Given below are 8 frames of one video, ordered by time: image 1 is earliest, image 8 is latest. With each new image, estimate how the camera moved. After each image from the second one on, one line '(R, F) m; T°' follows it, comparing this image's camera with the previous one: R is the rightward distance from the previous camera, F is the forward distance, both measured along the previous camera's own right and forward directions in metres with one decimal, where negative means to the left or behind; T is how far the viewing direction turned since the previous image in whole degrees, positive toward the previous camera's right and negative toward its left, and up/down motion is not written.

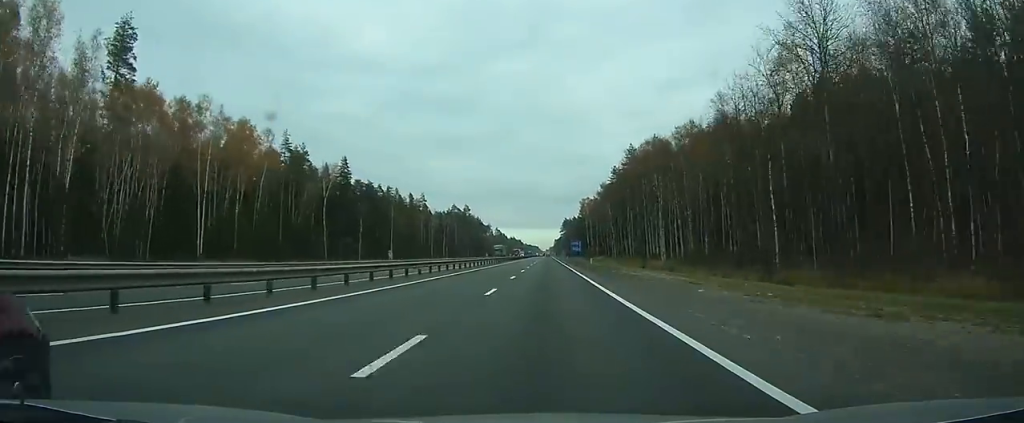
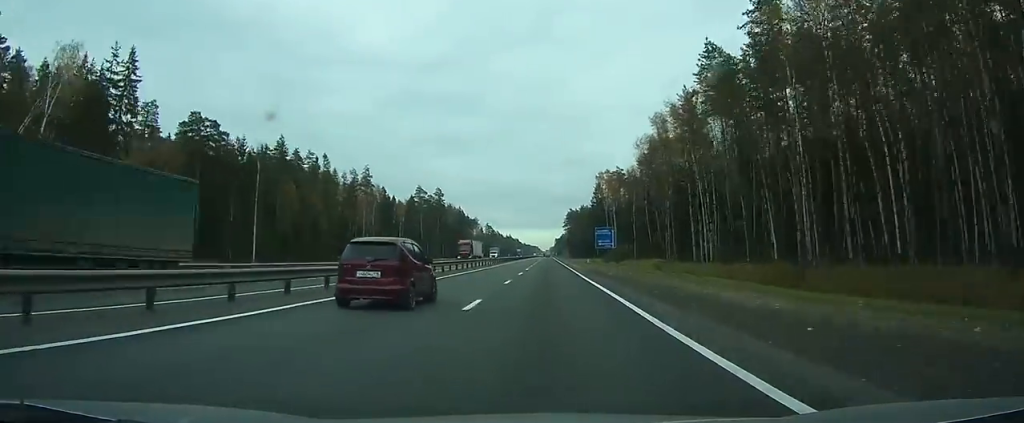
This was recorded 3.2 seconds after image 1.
(-0.1, +89.8) m; 0°
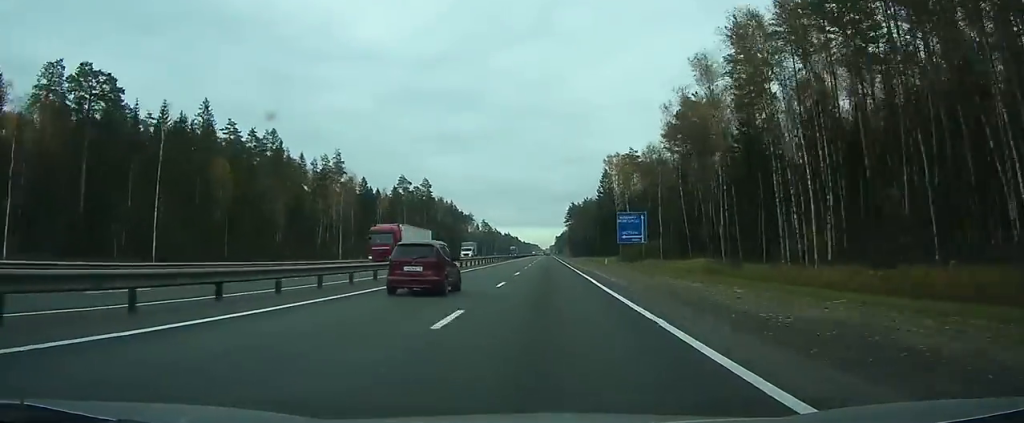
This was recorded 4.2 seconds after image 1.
(0.0, +26.8) m; 0°
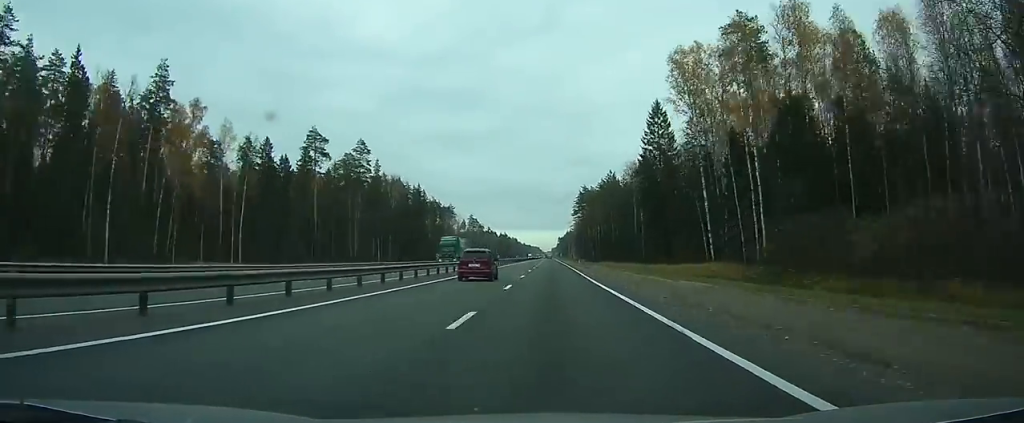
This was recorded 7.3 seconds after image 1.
(0.0, +86.8) m; 0°
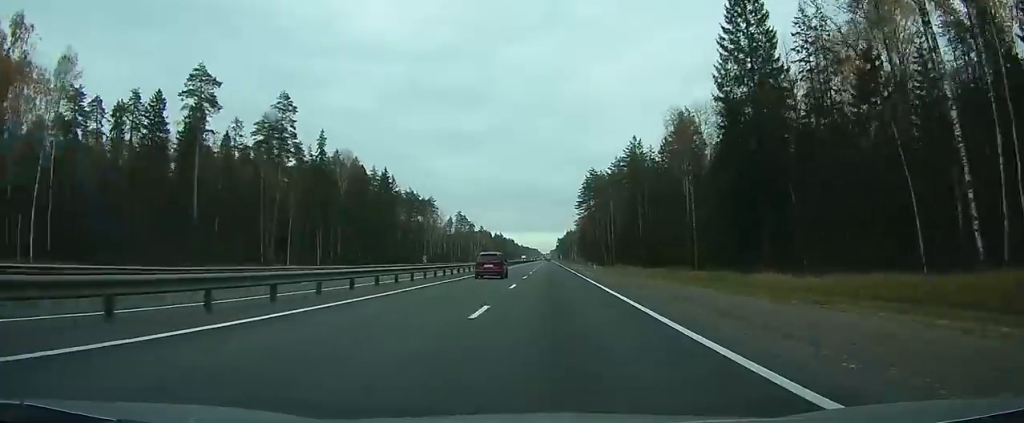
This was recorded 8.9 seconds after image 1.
(+0.1, +46.8) m; 0°
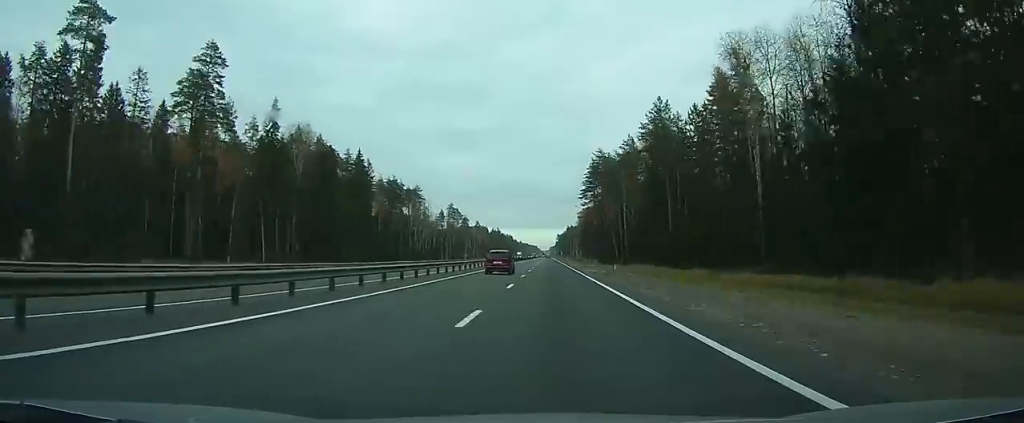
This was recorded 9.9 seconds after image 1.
(0.0, +25.5) m; 0°
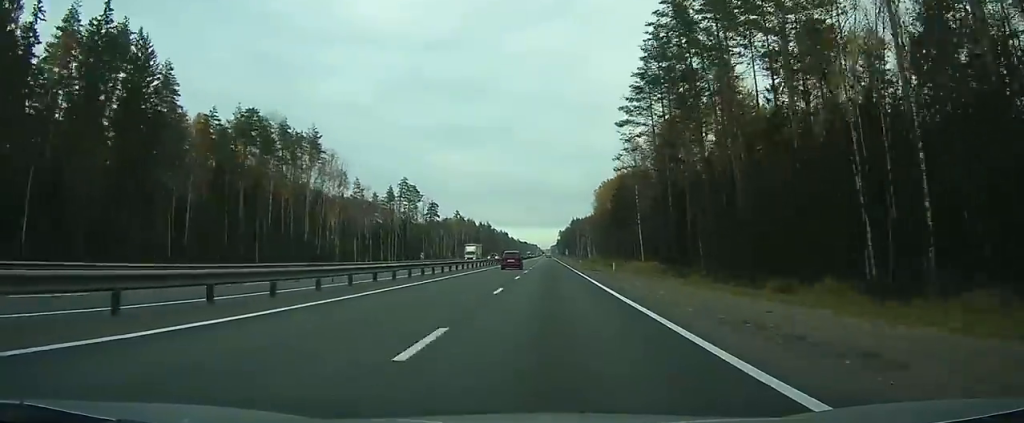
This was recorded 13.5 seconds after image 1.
(-0.1, +95.2) m; 0°
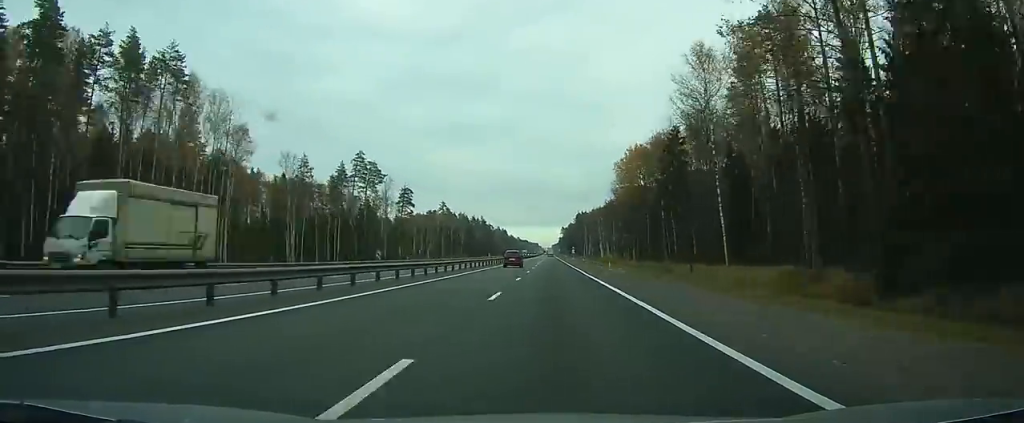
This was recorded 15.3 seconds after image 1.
(0.0, +50.1) m; 0°
